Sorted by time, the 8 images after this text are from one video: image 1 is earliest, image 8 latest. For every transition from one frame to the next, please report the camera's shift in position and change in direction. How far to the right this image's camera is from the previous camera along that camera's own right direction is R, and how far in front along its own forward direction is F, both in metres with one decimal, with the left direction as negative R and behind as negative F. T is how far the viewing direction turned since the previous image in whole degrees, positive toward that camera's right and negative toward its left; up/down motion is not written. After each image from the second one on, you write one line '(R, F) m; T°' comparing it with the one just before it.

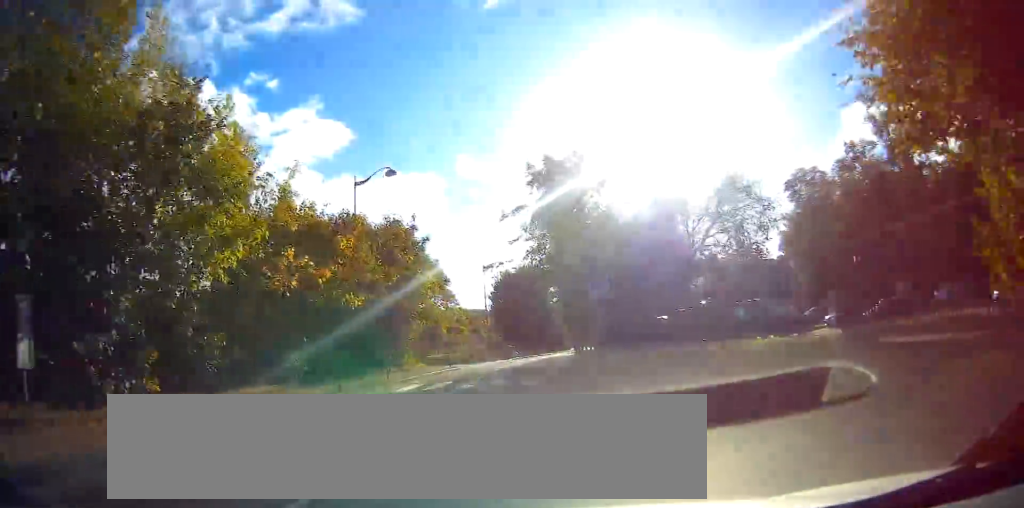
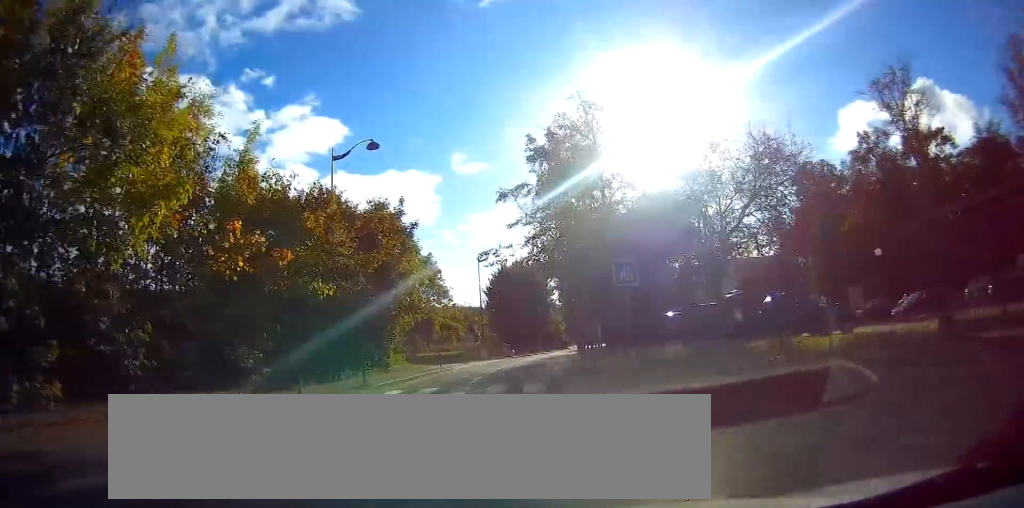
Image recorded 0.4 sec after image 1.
(0.0, +3.4) m; 0°
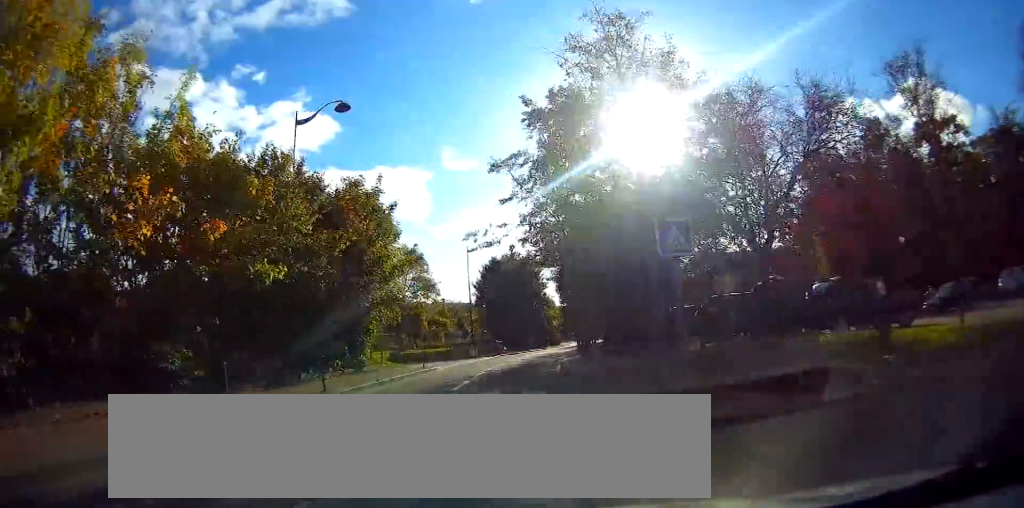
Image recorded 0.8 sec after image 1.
(0.0, +3.7) m; 0°
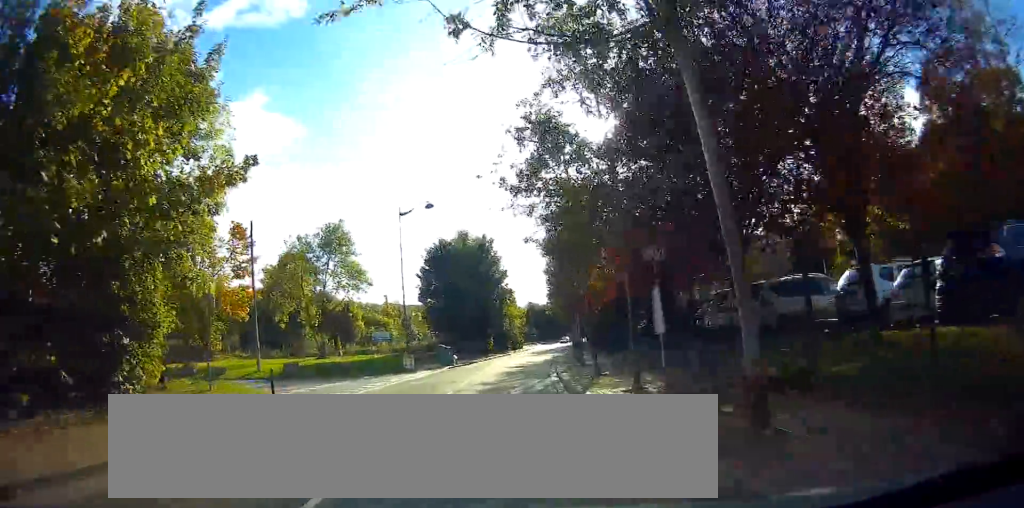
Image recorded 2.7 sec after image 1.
(+0.6, +15.6) m; +5°
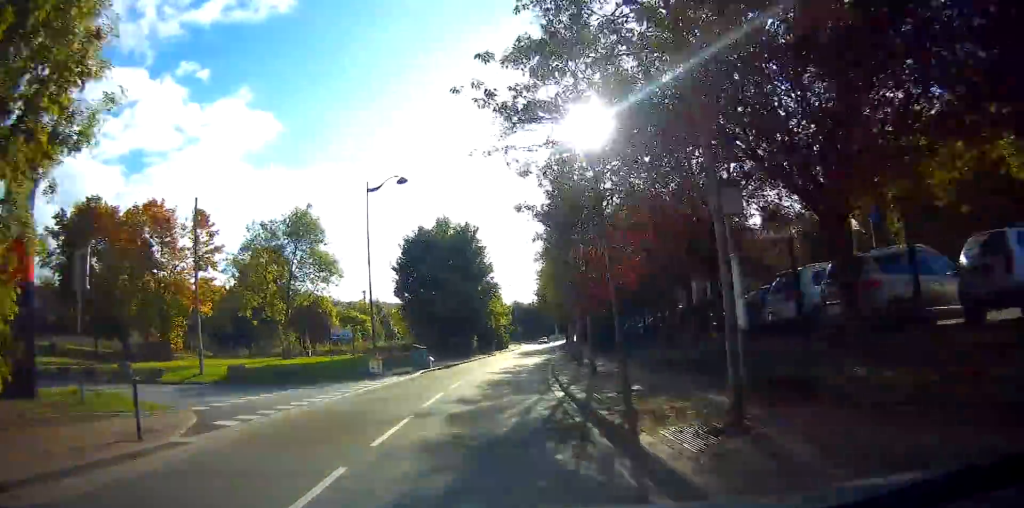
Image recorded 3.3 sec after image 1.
(0.0, +5.2) m; +1°
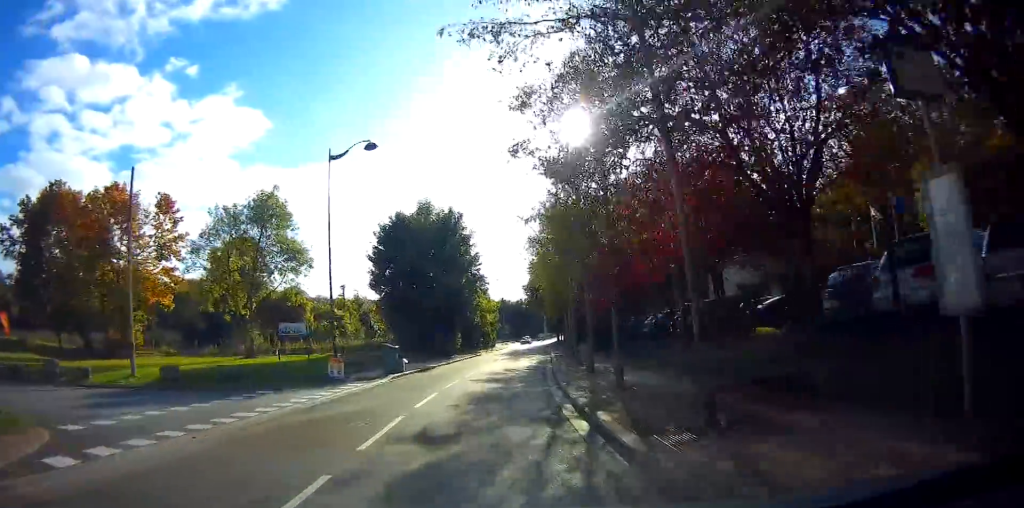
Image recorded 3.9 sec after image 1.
(0.0, +4.9) m; +2°
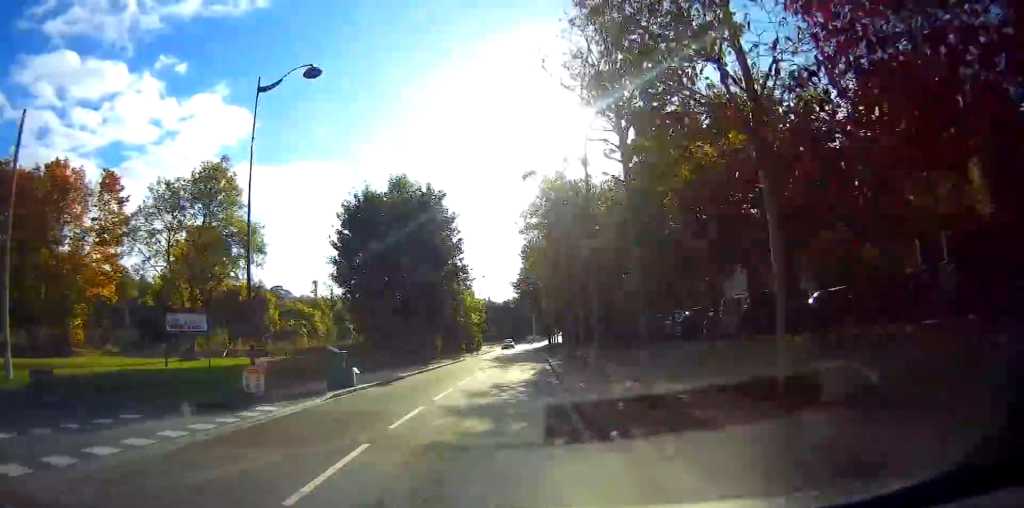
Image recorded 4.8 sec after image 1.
(+0.1, +6.7) m; +3°
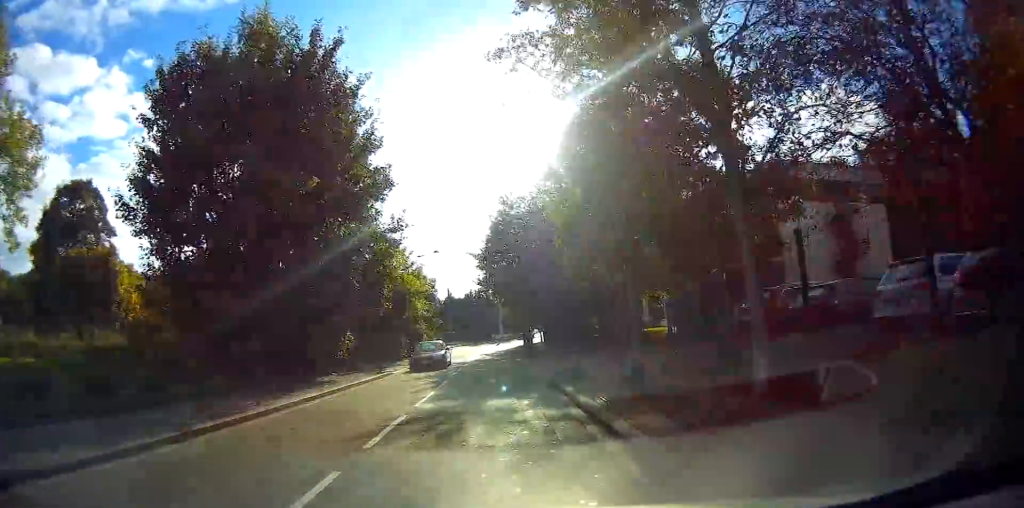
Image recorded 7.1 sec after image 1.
(+0.1, +19.1) m; +1°
